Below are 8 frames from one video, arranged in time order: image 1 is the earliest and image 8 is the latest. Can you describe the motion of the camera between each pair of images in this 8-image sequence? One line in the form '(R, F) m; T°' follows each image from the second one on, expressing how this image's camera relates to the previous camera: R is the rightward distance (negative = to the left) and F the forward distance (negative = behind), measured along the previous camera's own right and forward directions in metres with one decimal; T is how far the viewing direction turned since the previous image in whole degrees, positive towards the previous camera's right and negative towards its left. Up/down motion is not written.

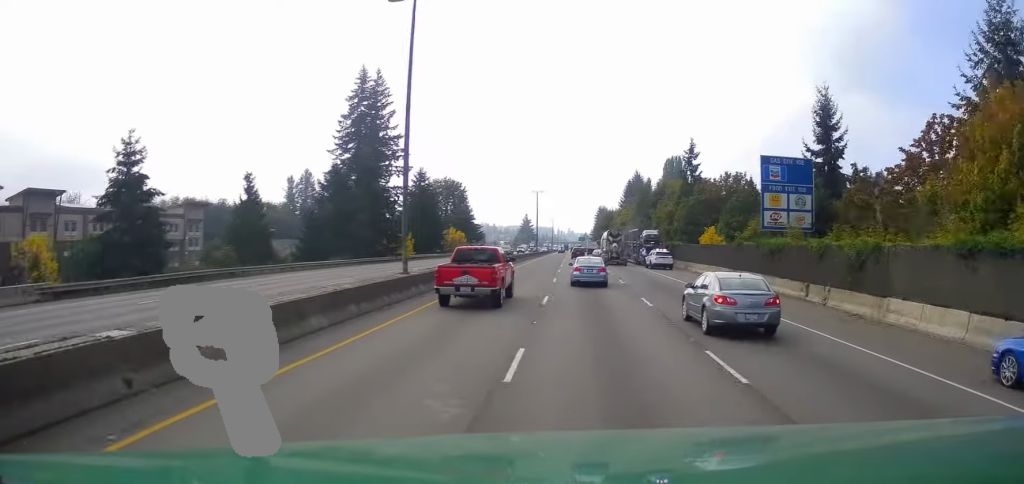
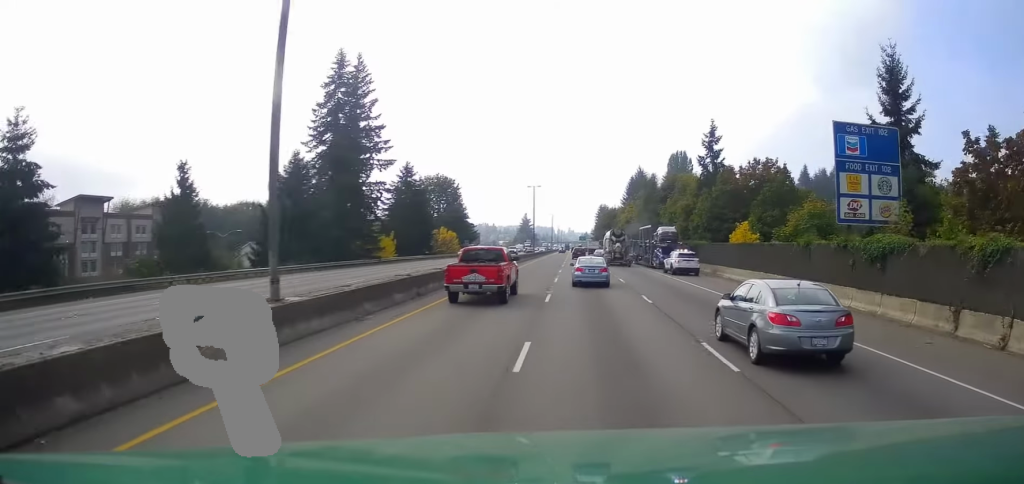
(-0.2, +10.9) m; 0°
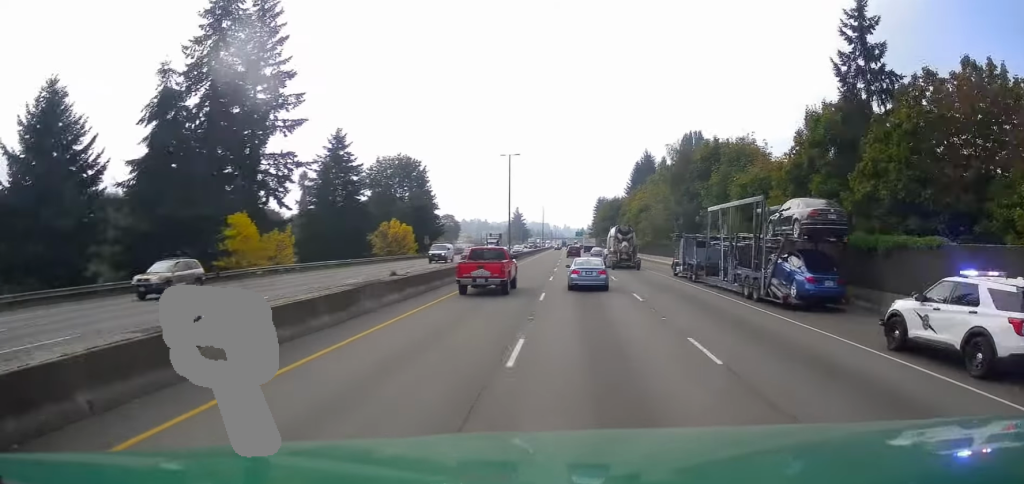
(+0.3, +32.9) m; +1°
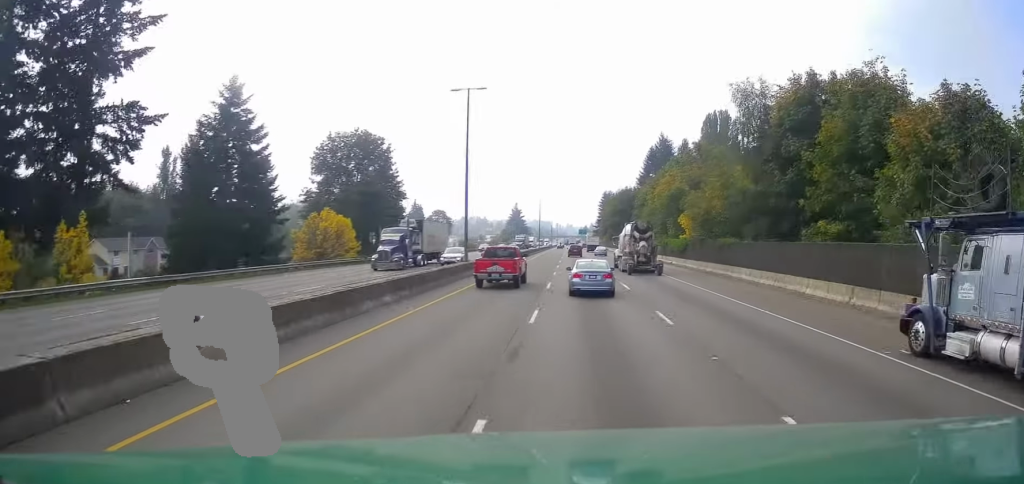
(0.0, +26.7) m; 0°
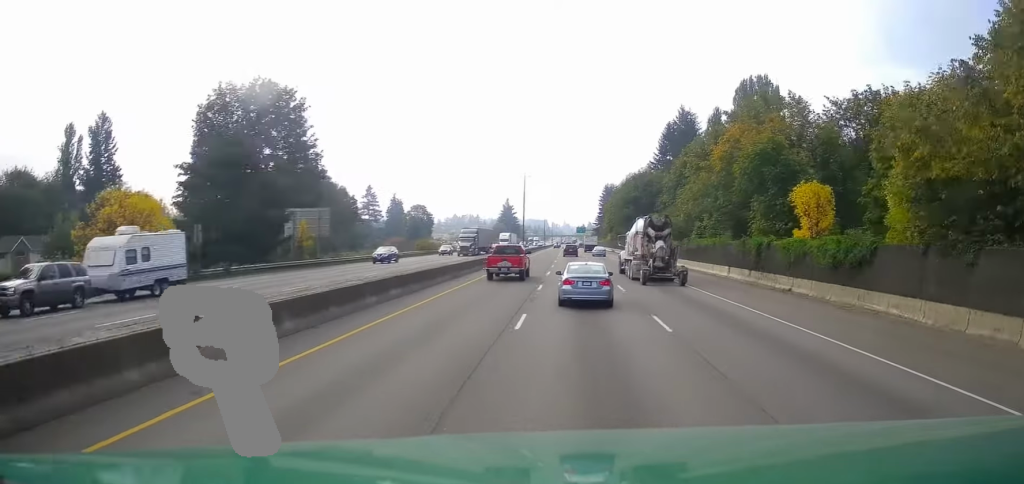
(+0.2, +28.5) m; 0°
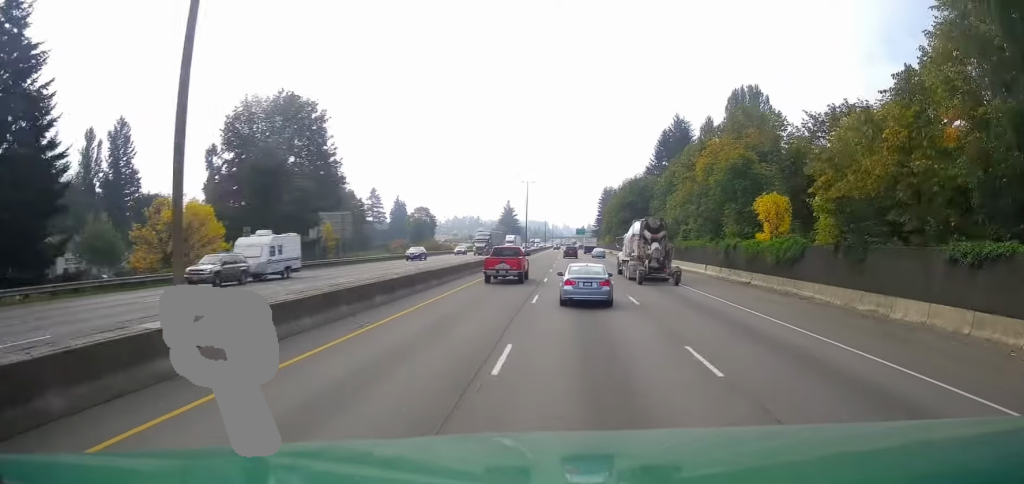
(0.0, +13.8) m; -1°
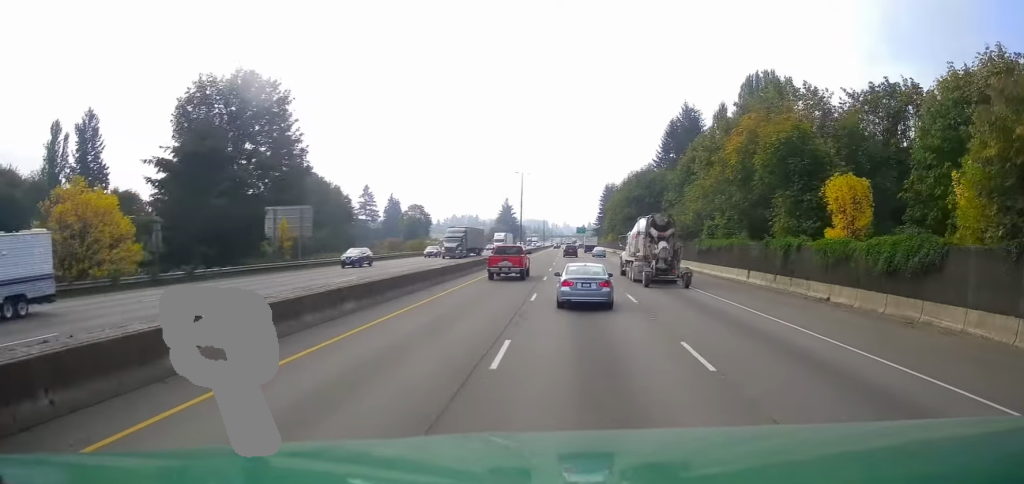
(0.0, +10.3) m; -1°
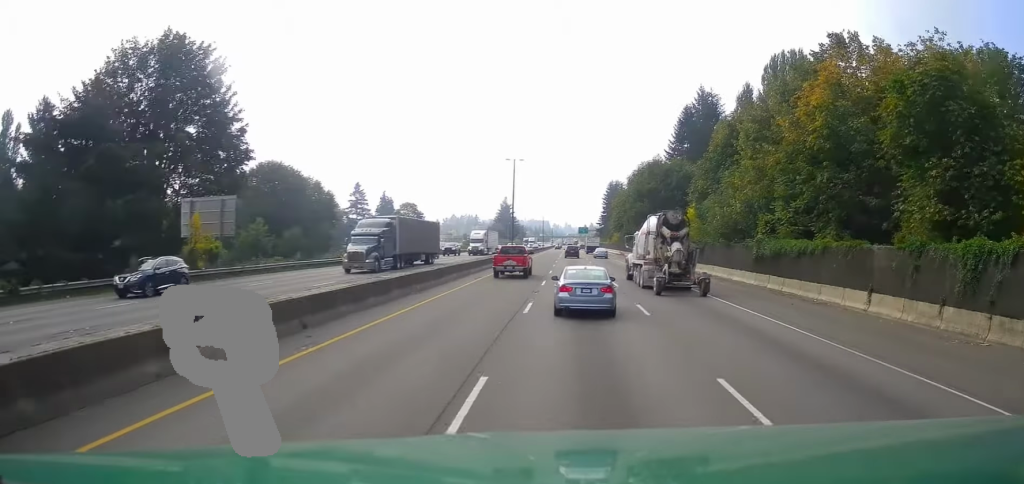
(-0.2, +14.1) m; -1°
